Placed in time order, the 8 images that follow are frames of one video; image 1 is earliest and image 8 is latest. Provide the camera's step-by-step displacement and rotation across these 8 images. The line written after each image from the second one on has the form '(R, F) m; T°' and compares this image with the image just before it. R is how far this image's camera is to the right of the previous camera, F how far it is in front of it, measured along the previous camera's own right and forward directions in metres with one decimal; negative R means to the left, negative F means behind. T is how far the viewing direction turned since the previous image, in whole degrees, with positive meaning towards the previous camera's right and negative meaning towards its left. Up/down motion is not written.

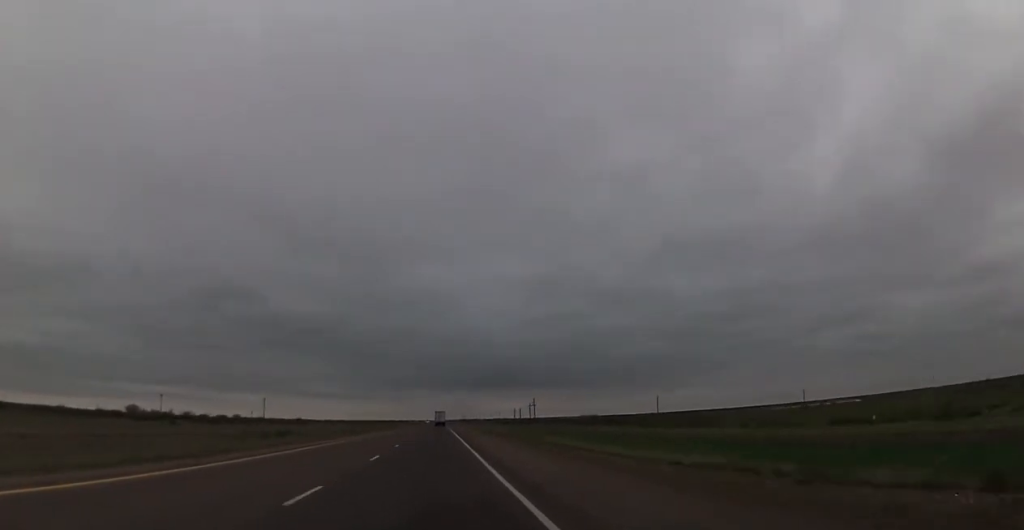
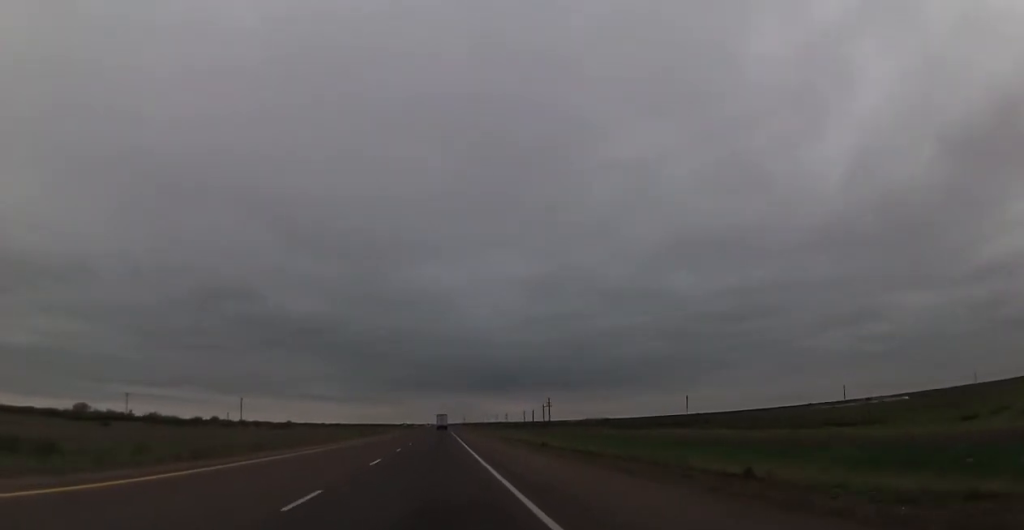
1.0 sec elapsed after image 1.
(-0.2, +36.7) m; -1°
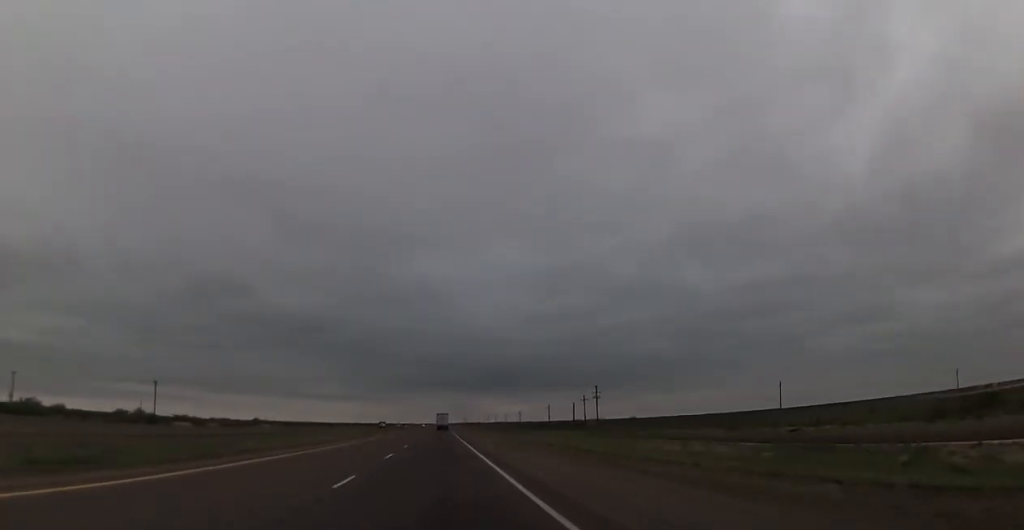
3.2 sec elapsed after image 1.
(+0.3, +81.0) m; +1°
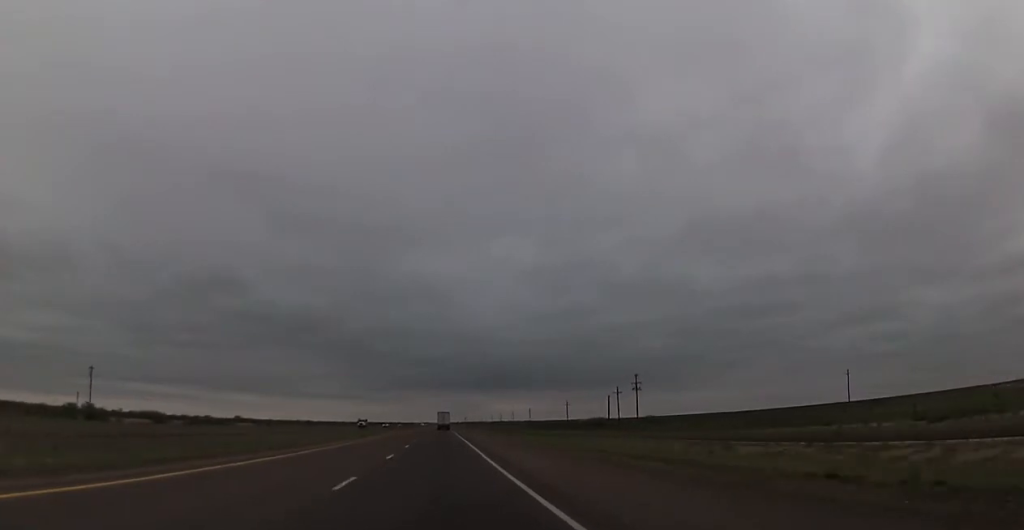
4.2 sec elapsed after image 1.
(+0.1, +36.8) m; 0°
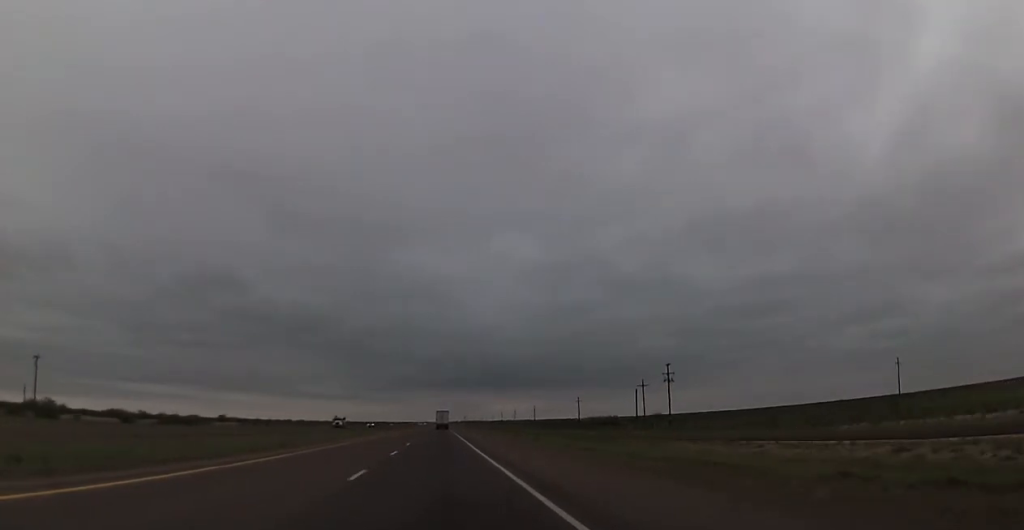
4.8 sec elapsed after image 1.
(0.0, +22.1) m; 0°
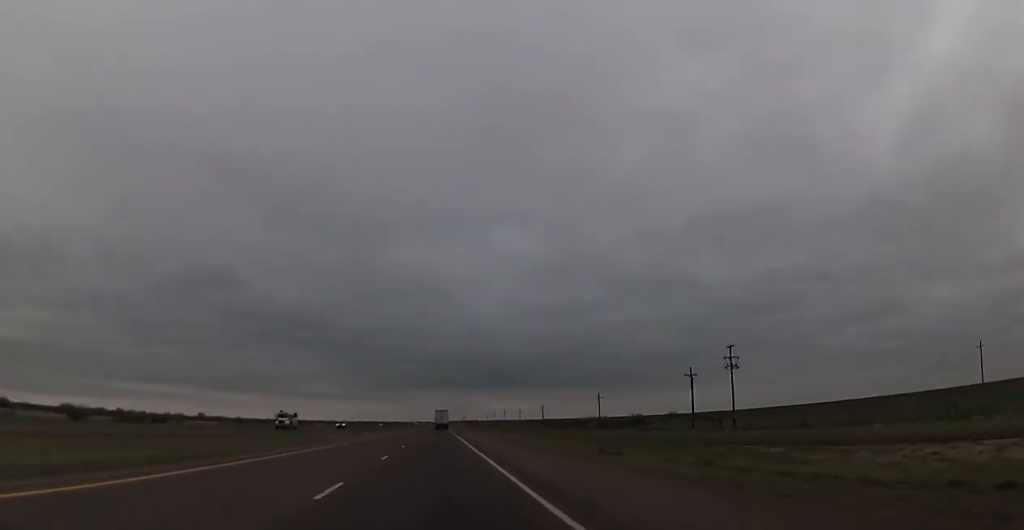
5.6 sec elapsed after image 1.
(0.0, +28.3) m; 0°
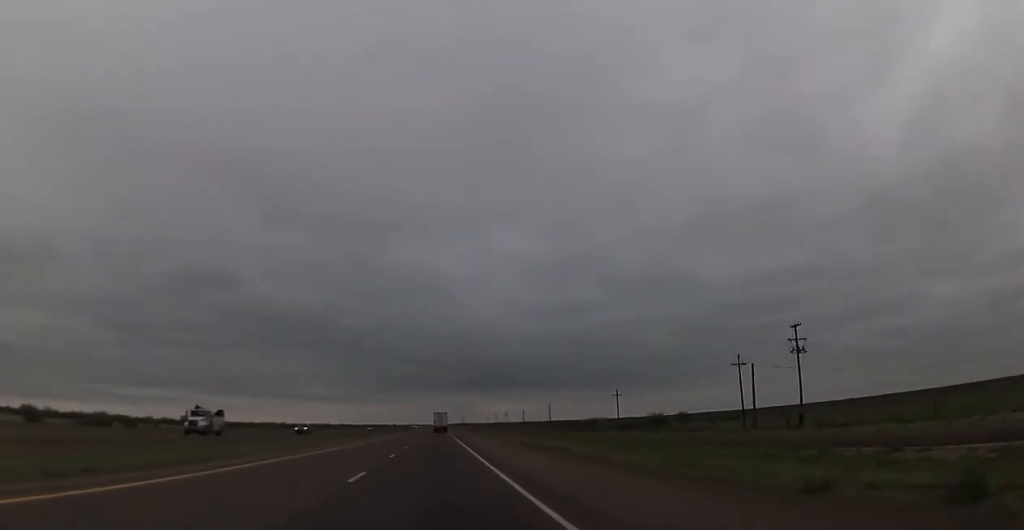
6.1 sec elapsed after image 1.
(0.0, +19.7) m; 0°
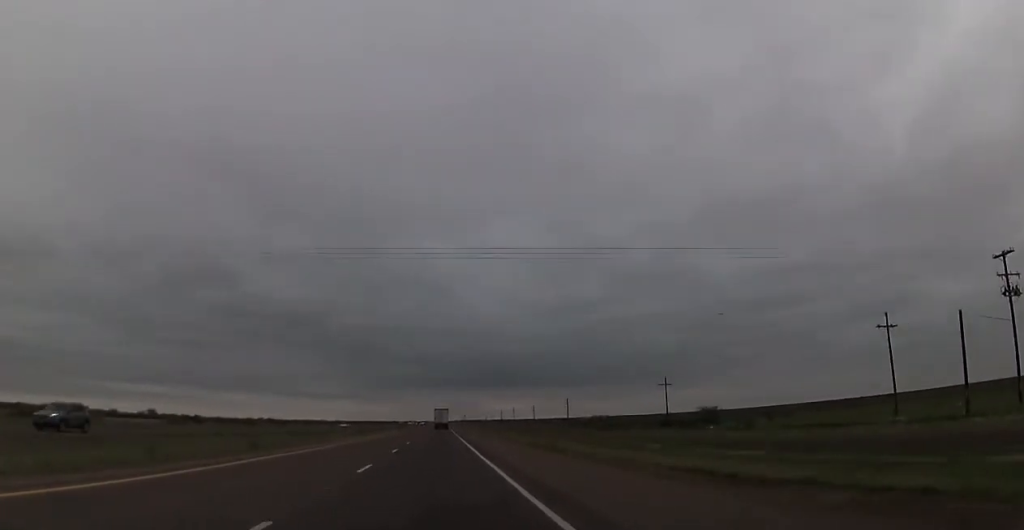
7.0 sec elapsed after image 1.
(0.0, +34.5) m; -1°
